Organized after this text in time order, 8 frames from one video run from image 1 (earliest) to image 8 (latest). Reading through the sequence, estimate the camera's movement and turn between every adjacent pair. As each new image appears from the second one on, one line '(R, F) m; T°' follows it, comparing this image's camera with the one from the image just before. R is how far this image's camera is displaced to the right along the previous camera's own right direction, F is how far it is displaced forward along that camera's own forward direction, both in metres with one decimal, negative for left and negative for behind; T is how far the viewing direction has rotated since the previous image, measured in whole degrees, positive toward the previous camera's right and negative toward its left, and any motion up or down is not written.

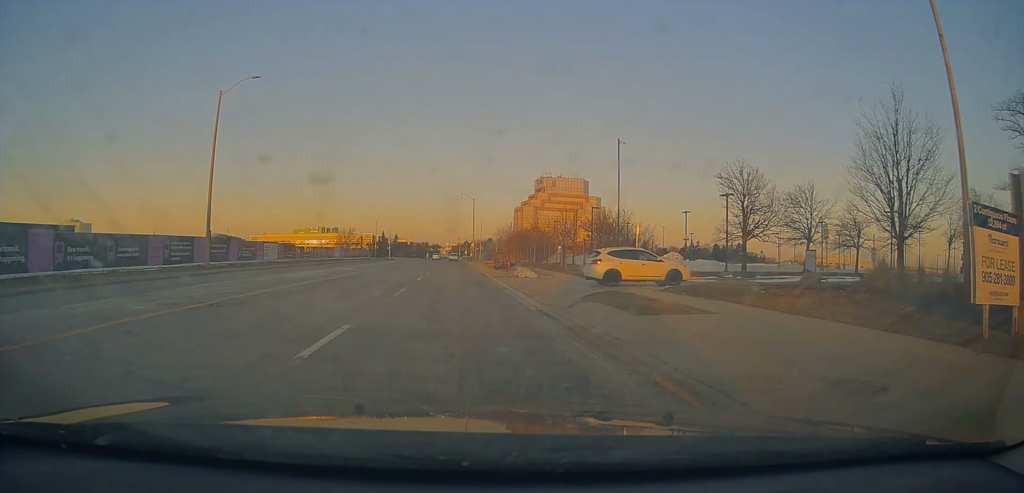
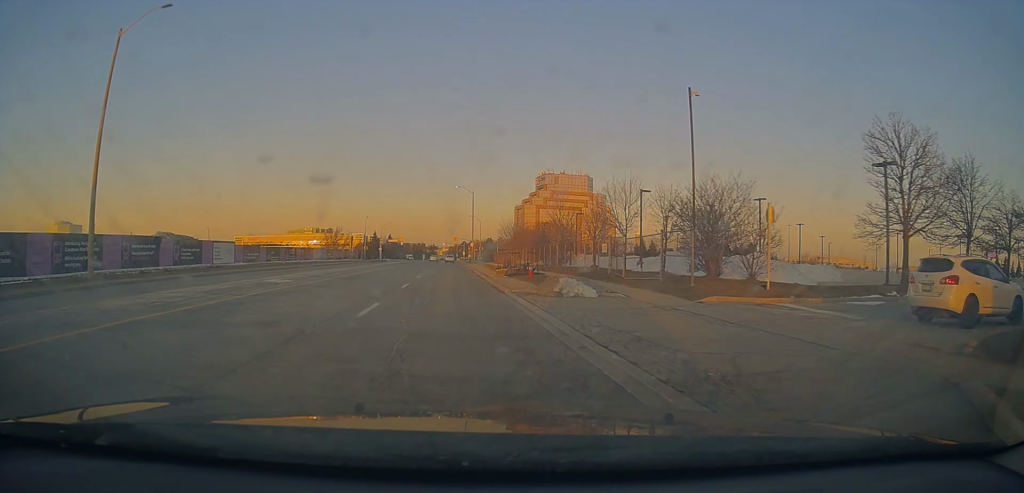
(+0.3, +13.9) m; +1°
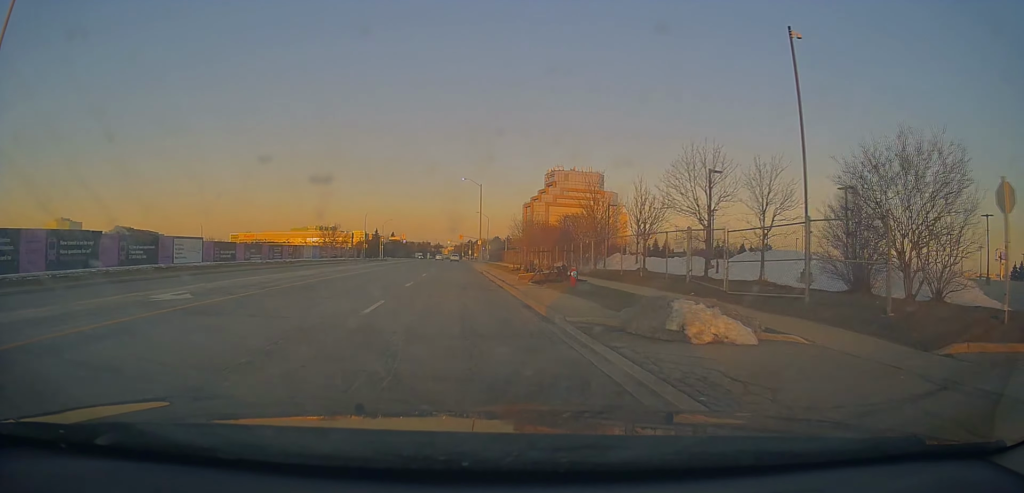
(-0.1, +9.2) m; +1°
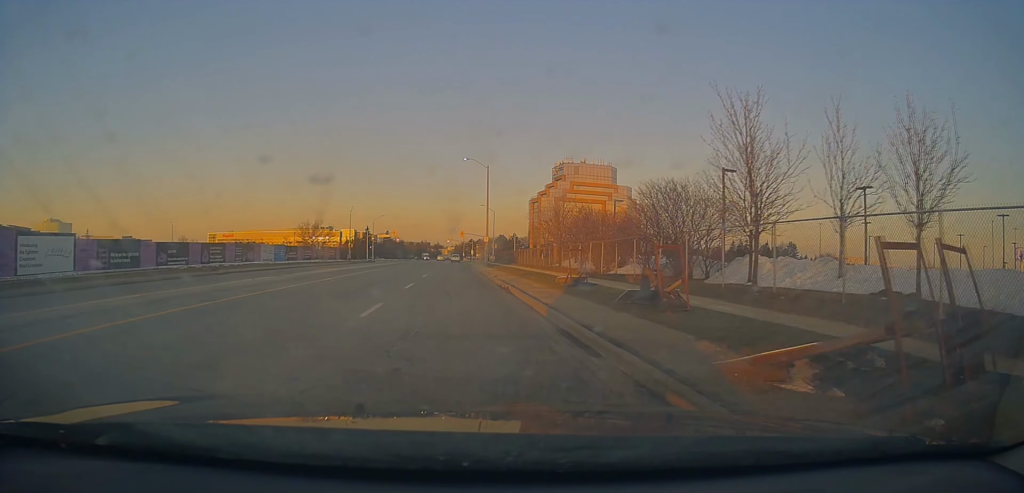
(+0.3, +19.3) m; +1°
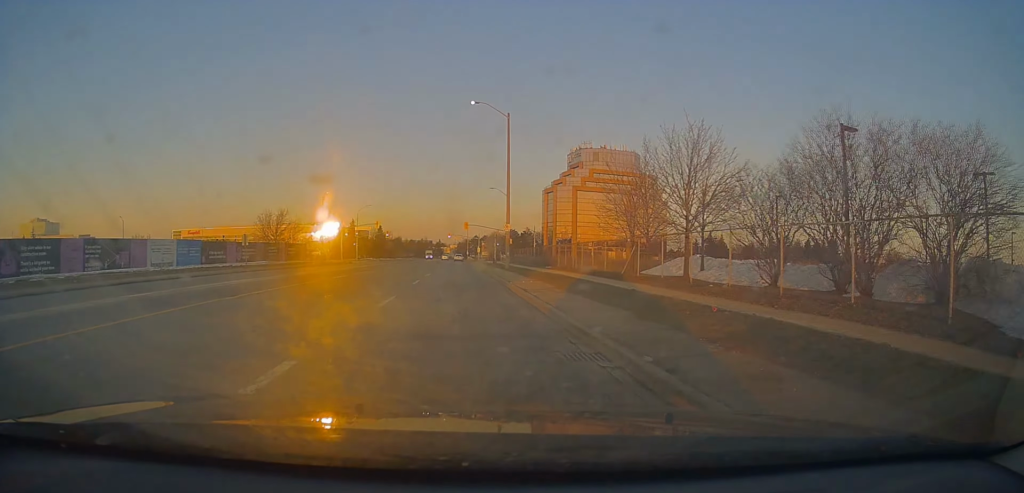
(-0.5, +27.0) m; -2°
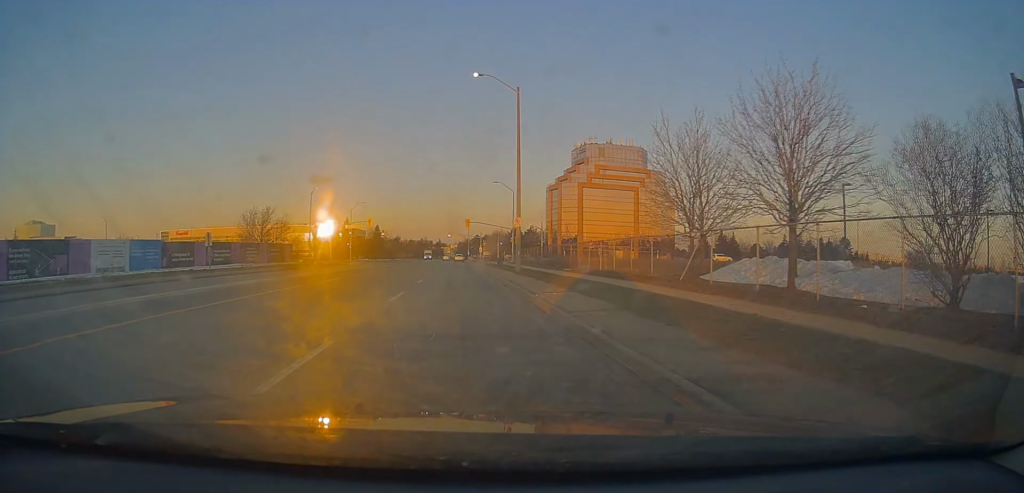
(0.0, +7.7) m; 0°
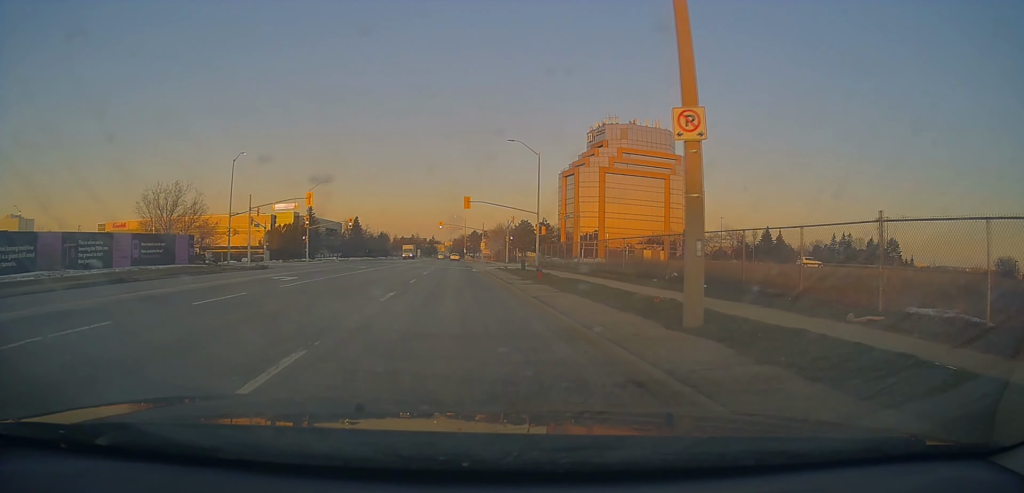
(0.0, +29.6) m; 0°
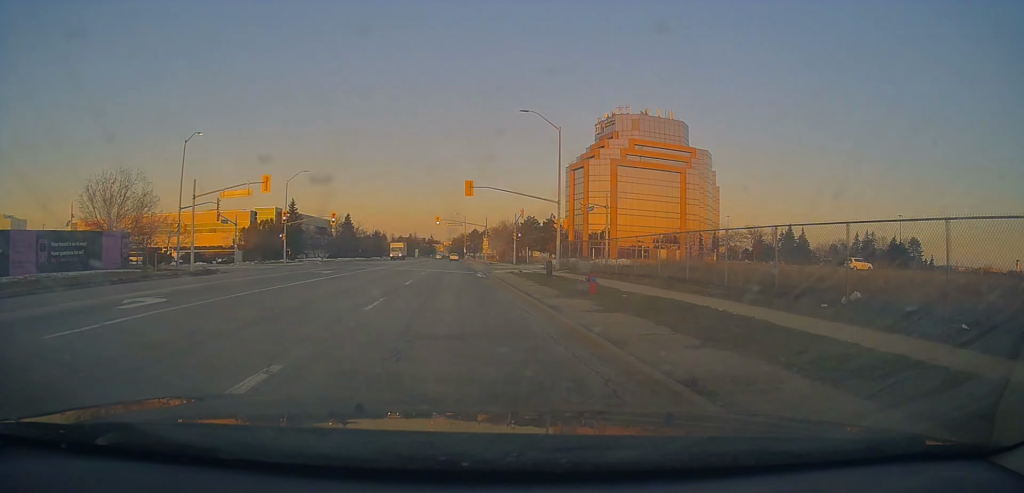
(0.0, +10.9) m; 0°
